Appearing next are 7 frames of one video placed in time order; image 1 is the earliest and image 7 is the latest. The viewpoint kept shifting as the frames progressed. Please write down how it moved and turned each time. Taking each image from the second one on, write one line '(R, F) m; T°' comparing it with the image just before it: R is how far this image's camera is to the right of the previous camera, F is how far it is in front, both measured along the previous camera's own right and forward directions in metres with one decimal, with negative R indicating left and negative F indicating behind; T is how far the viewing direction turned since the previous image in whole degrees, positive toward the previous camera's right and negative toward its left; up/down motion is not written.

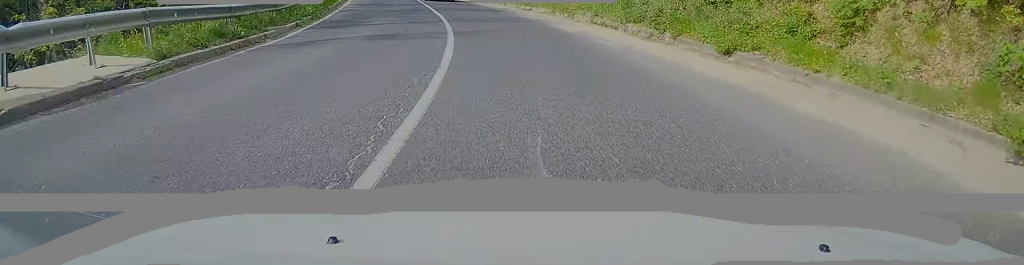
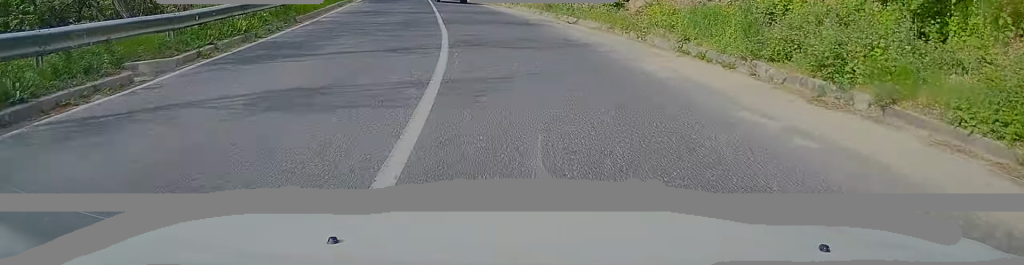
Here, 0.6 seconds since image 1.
(+0.1, +7.3) m; -1°
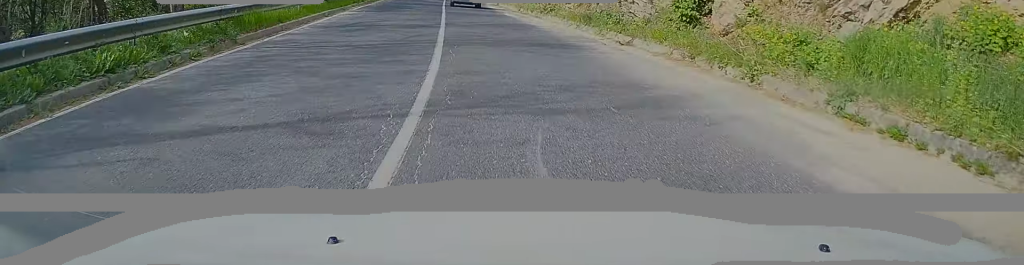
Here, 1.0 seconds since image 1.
(-0.2, +5.6) m; -1°
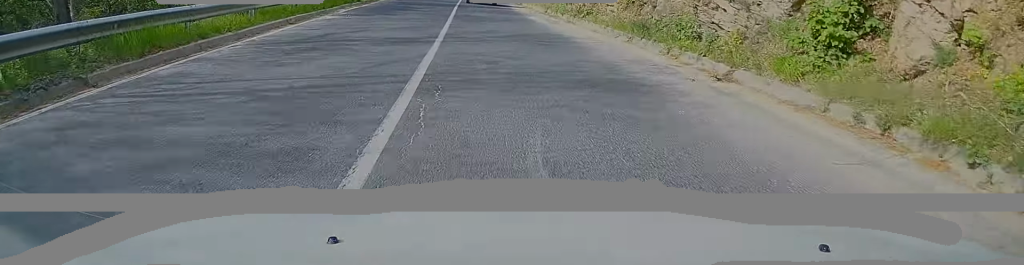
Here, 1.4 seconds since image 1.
(0.0, +5.6) m; -1°
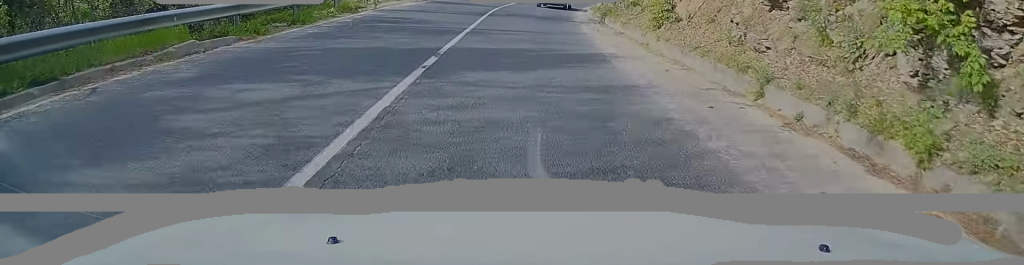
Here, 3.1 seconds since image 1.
(-1.0, +21.6) m; -4°
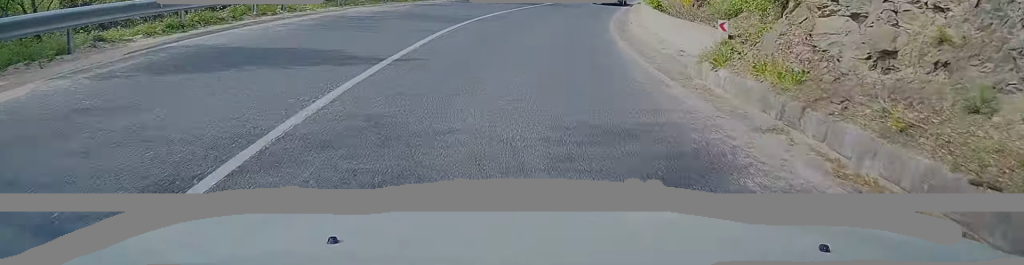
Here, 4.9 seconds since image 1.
(+0.1, +22.0) m; +2°
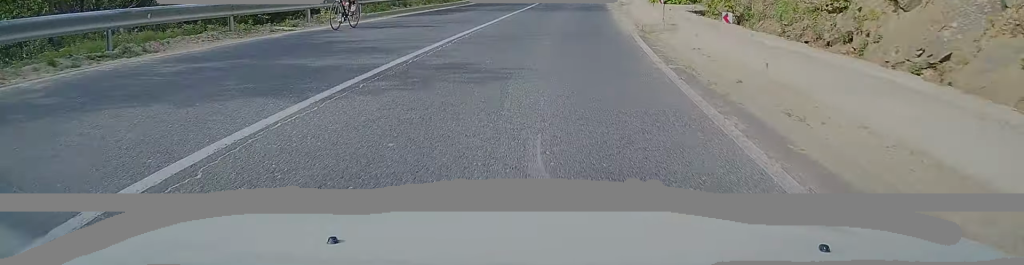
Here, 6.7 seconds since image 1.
(+1.1, +23.5) m; +8°
